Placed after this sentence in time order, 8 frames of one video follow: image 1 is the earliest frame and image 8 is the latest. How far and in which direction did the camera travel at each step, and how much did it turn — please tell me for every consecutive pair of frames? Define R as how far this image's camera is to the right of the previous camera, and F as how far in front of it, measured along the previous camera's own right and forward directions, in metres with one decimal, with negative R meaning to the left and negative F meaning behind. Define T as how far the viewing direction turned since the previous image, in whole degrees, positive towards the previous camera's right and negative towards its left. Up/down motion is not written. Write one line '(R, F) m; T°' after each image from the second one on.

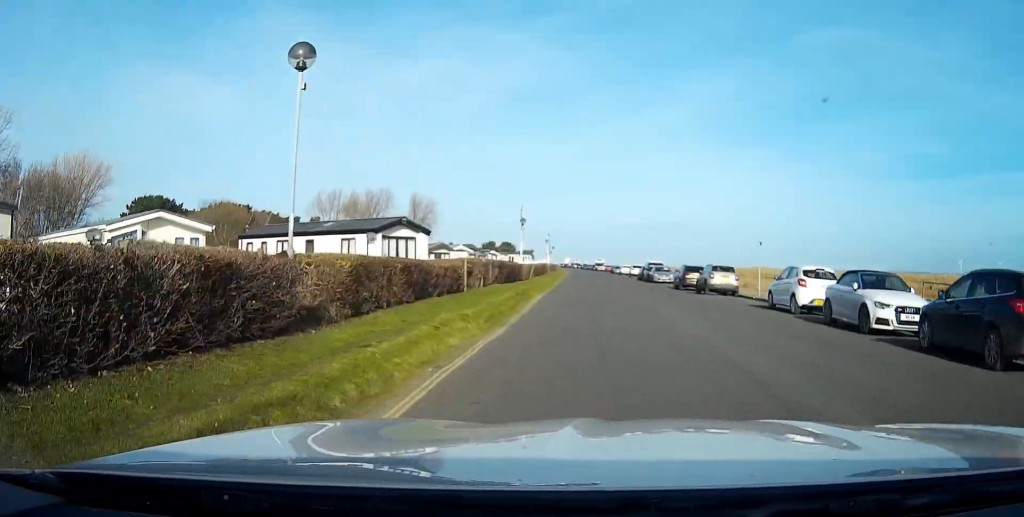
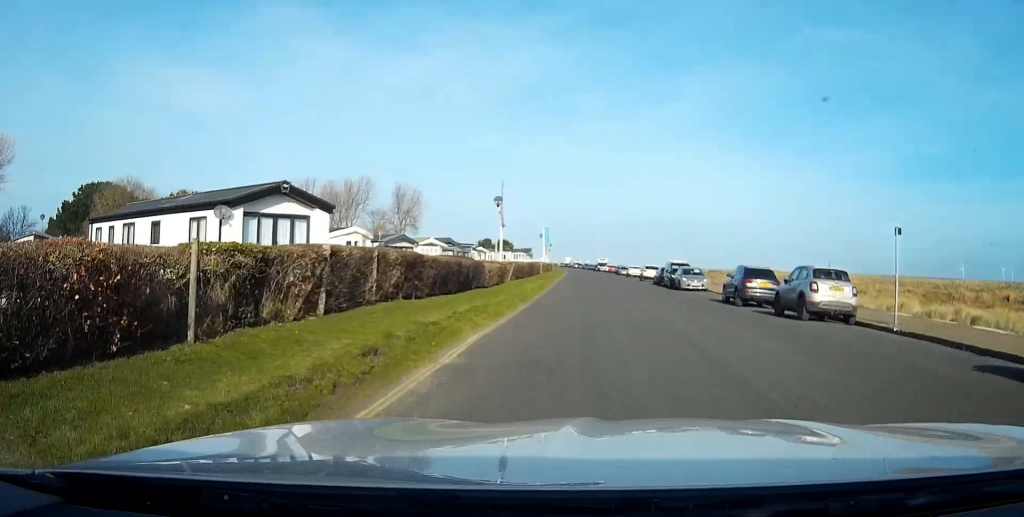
(-0.1, +17.0) m; 0°
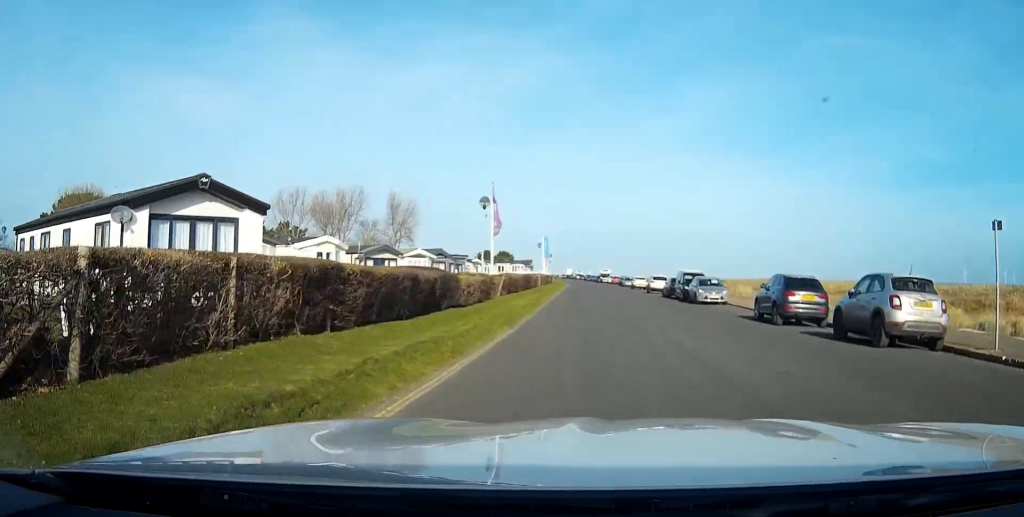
(0.0, +5.8) m; 0°
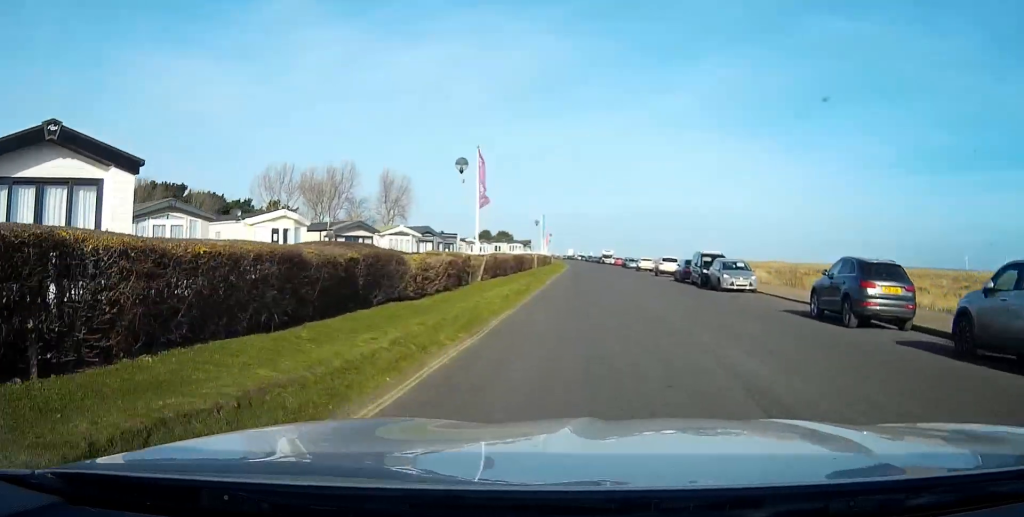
(0.0, +6.6) m; 0°
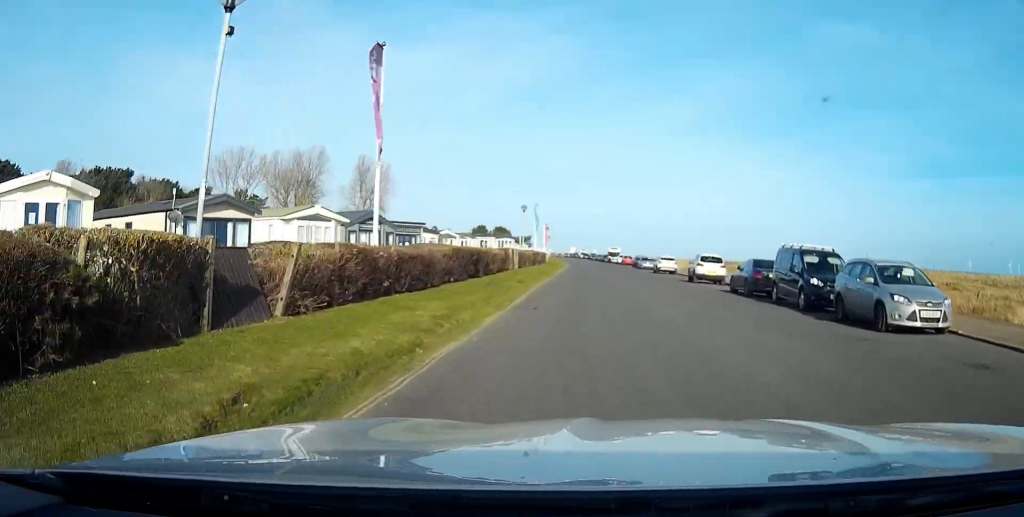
(-0.1, +18.4) m; 0°
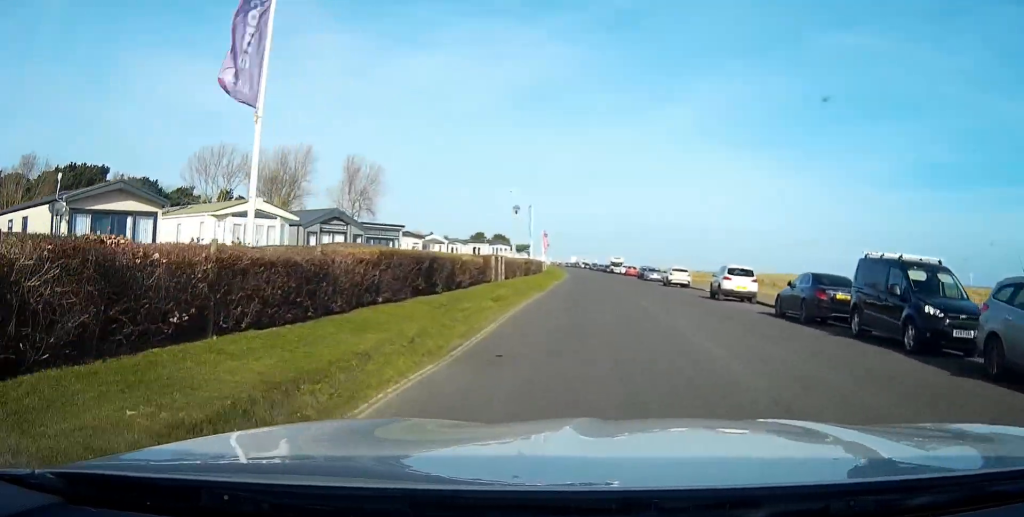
(0.0, +7.4) m; 0°
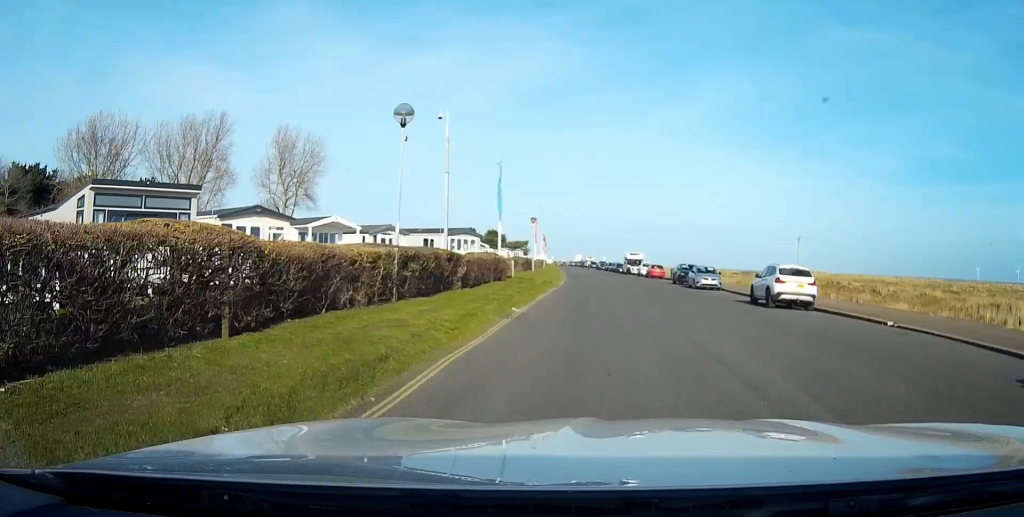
(-0.1, +29.7) m; -1°
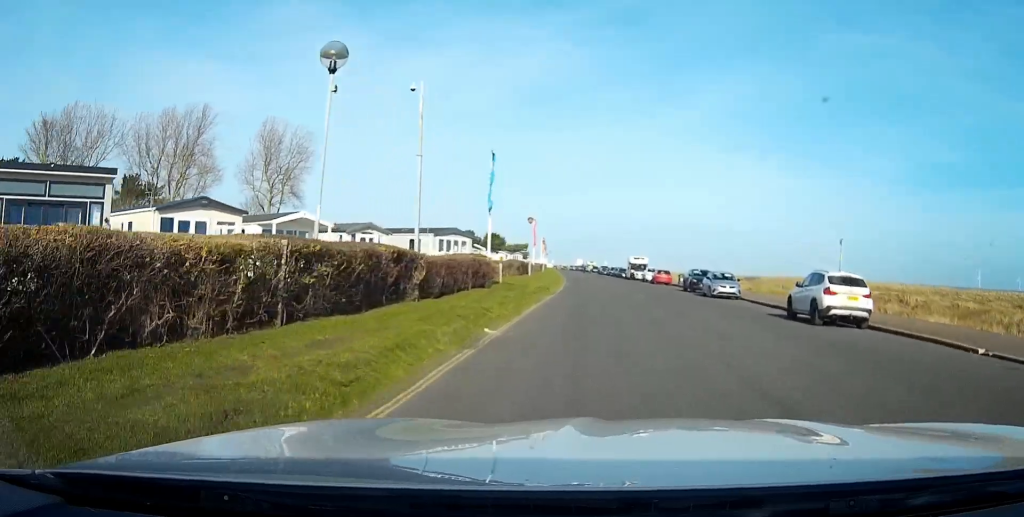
(0.0, +5.2) m; 0°
